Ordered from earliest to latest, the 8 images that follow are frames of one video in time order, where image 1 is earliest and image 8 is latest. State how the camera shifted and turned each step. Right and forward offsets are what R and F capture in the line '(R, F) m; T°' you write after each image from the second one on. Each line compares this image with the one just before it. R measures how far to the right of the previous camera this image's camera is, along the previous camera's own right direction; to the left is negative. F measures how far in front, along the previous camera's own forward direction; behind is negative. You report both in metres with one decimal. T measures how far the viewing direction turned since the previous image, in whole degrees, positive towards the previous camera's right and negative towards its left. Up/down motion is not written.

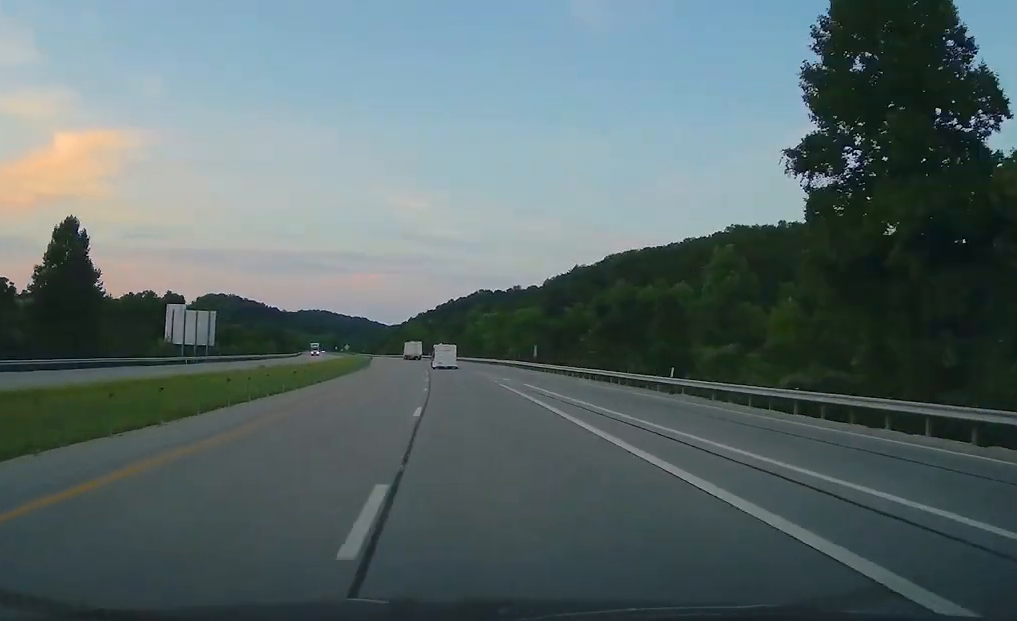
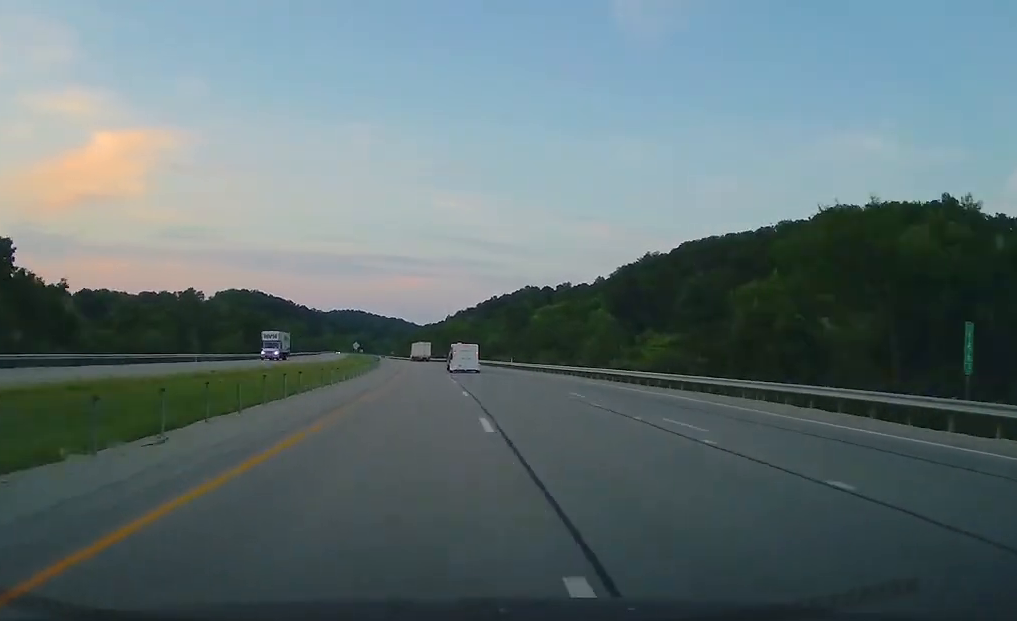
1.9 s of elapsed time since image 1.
(-2.9, +64.9) m; -3°
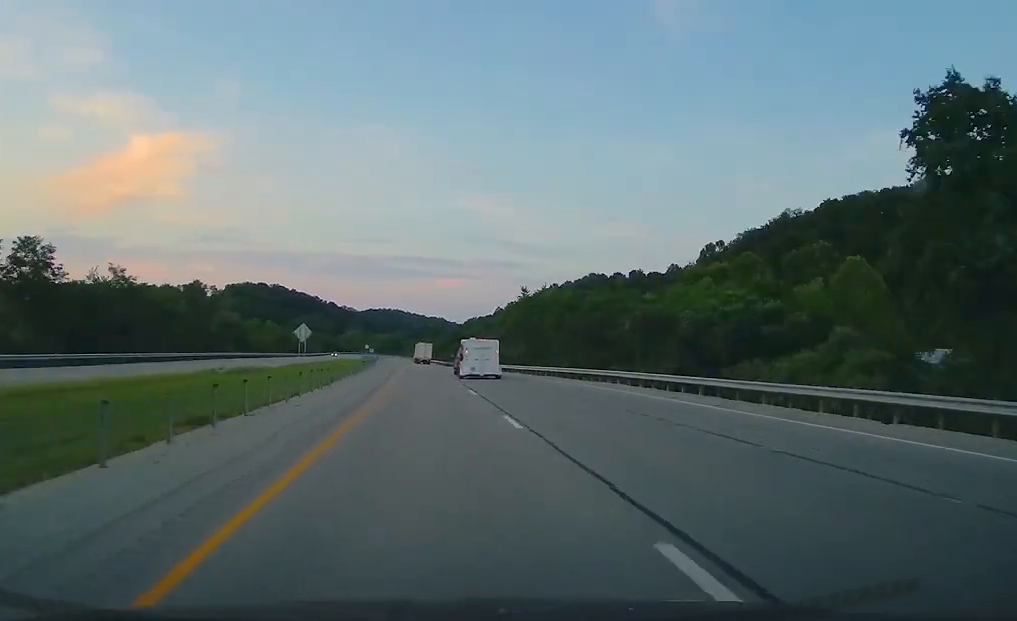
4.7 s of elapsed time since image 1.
(-3.5, +96.7) m; -3°
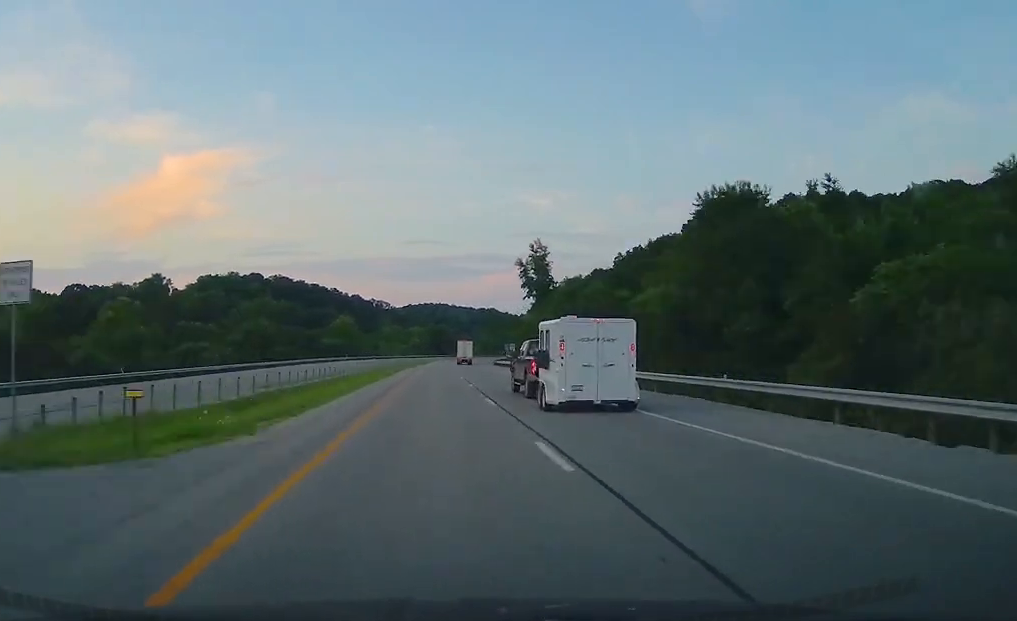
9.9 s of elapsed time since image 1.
(-5.0, +177.1) m; 0°
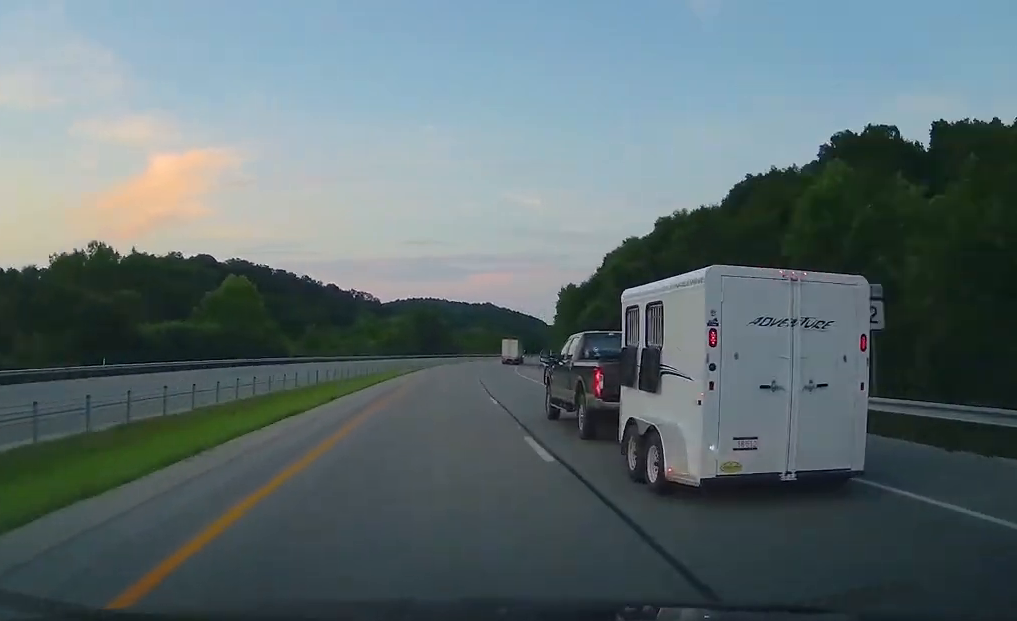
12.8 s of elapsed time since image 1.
(+1.8, +98.4) m; +4°
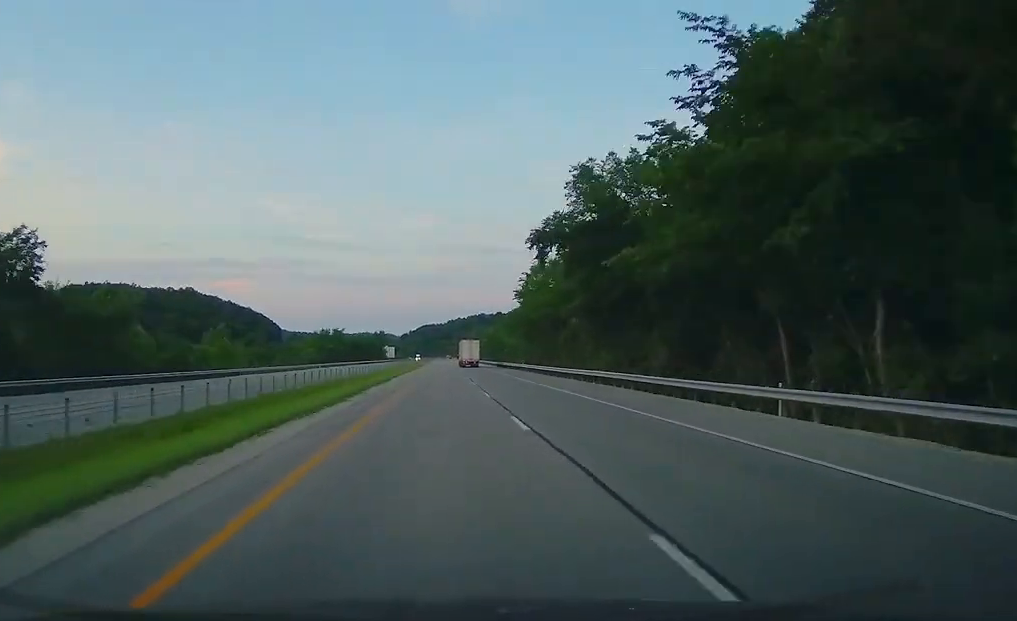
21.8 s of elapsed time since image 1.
(+49.1, +295.6) m; +16°
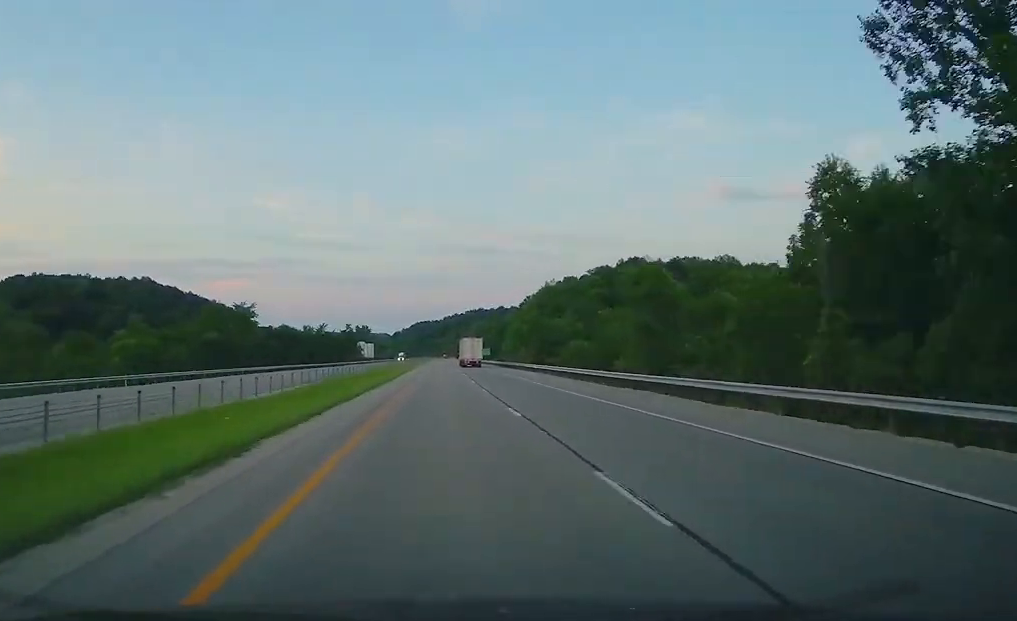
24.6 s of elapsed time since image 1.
(+1.8, +97.1) m; +1°
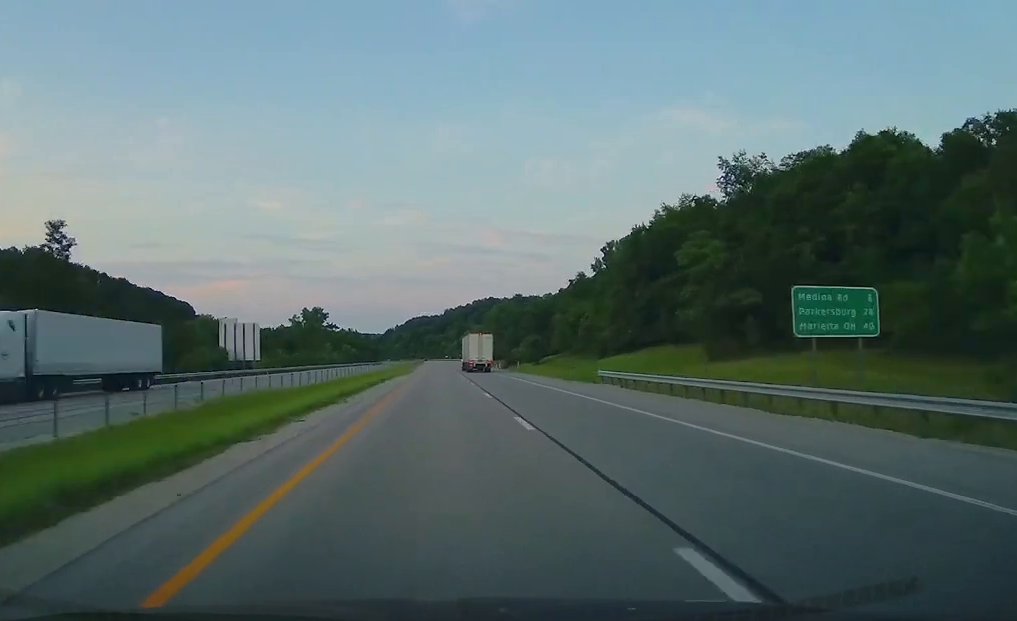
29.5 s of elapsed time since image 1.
(+0.2, +174.7) m; 0°
